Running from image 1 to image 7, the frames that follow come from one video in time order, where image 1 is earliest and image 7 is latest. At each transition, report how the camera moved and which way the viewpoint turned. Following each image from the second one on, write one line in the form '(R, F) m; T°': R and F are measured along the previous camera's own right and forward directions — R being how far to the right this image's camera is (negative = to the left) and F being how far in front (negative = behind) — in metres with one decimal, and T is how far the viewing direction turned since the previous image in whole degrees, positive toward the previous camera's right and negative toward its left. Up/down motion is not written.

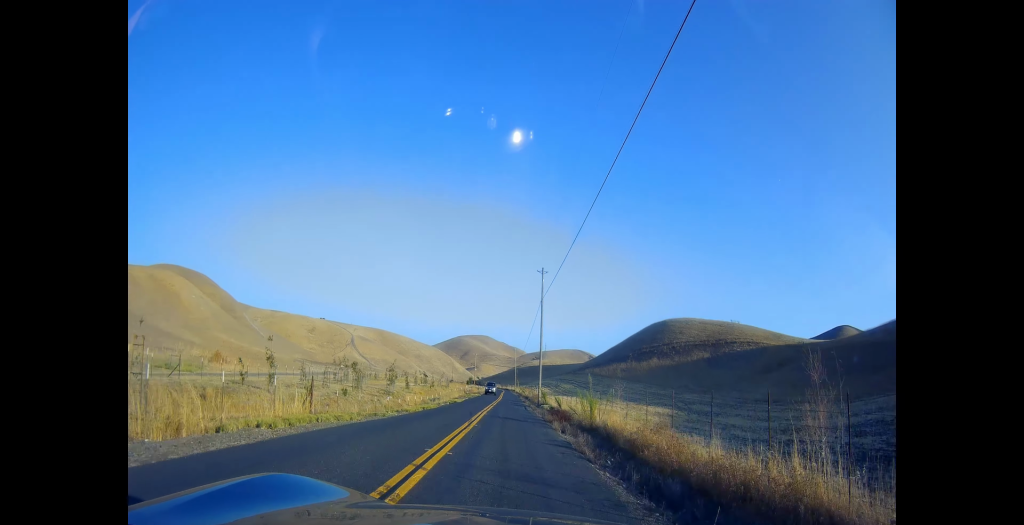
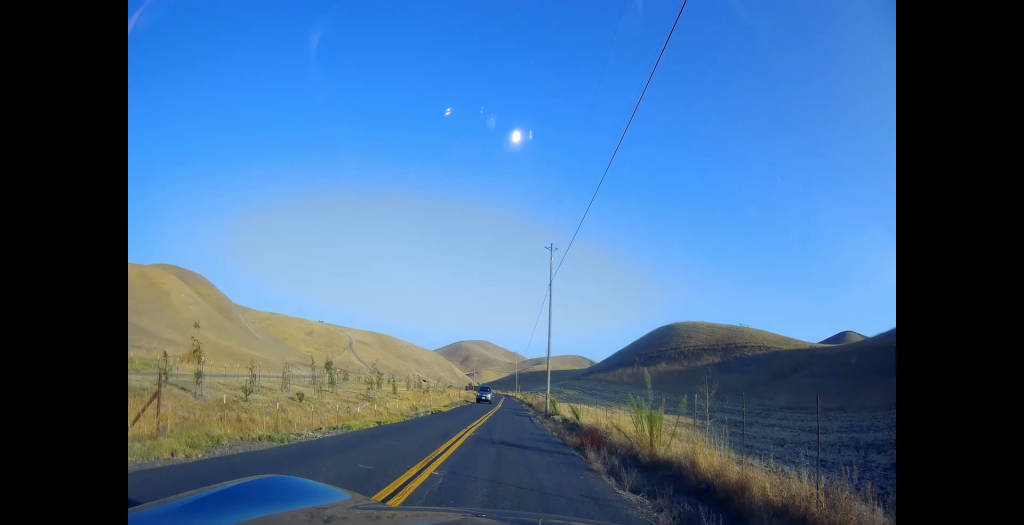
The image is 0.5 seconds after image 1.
(+0.2, +8.9) m; +1°
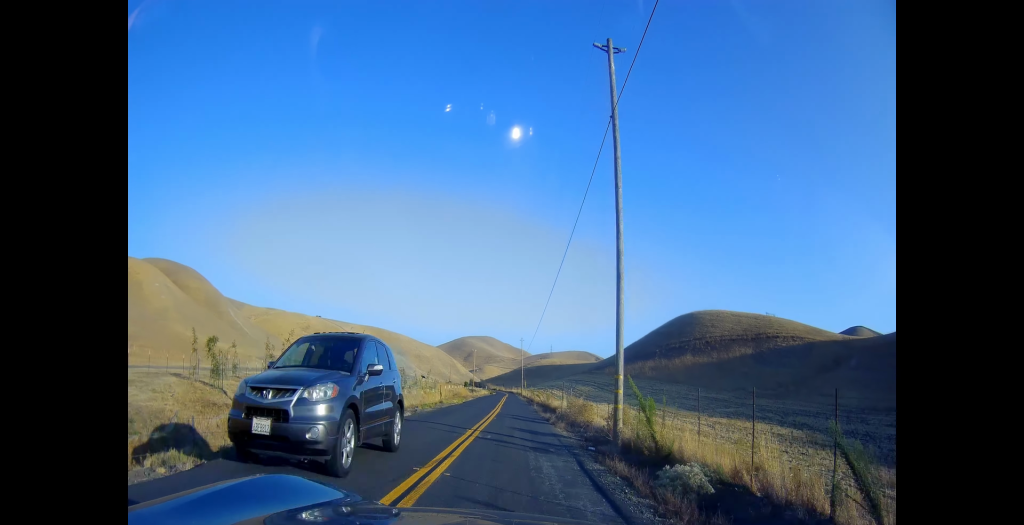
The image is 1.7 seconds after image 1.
(0.0, +22.2) m; -1°
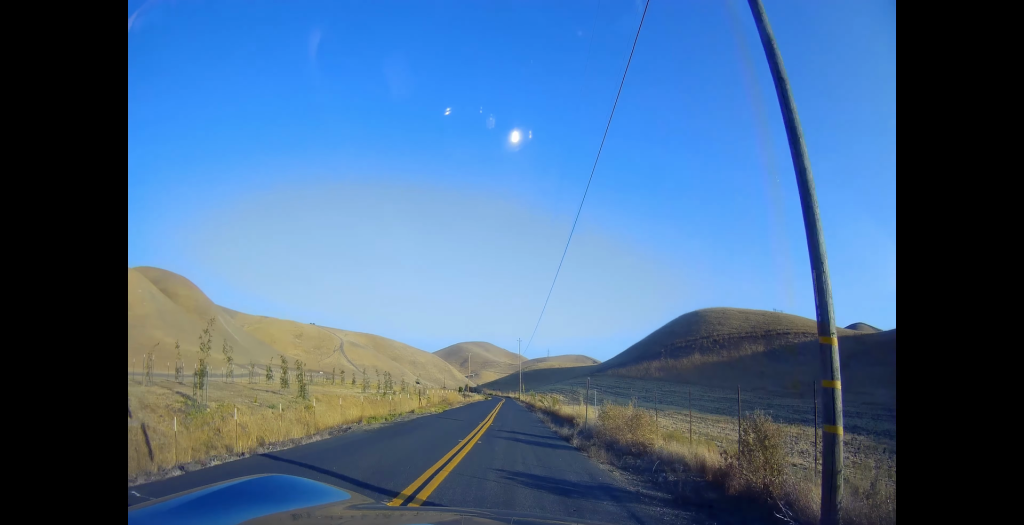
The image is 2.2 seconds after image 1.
(-0.2, +9.5) m; -1°
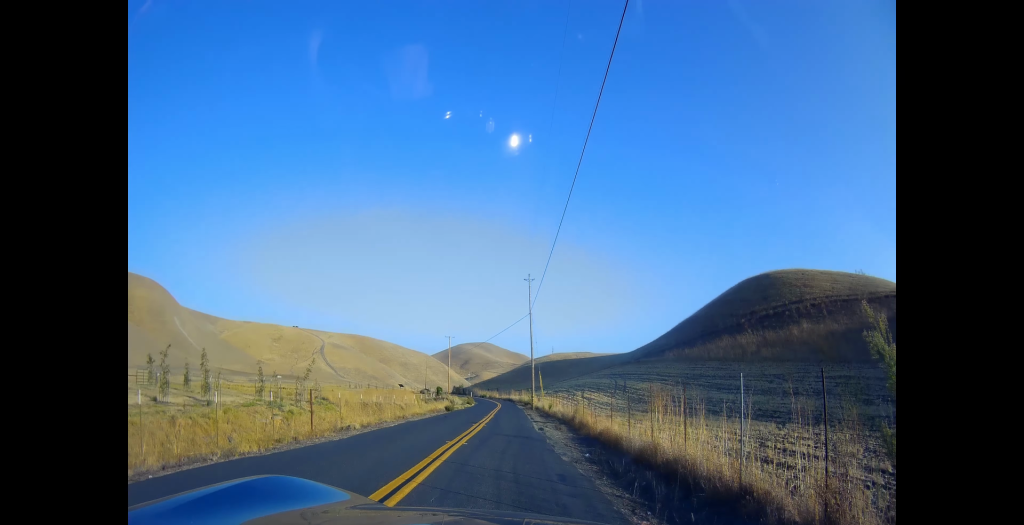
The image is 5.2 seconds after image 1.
(-0.2, +58.8) m; -1°
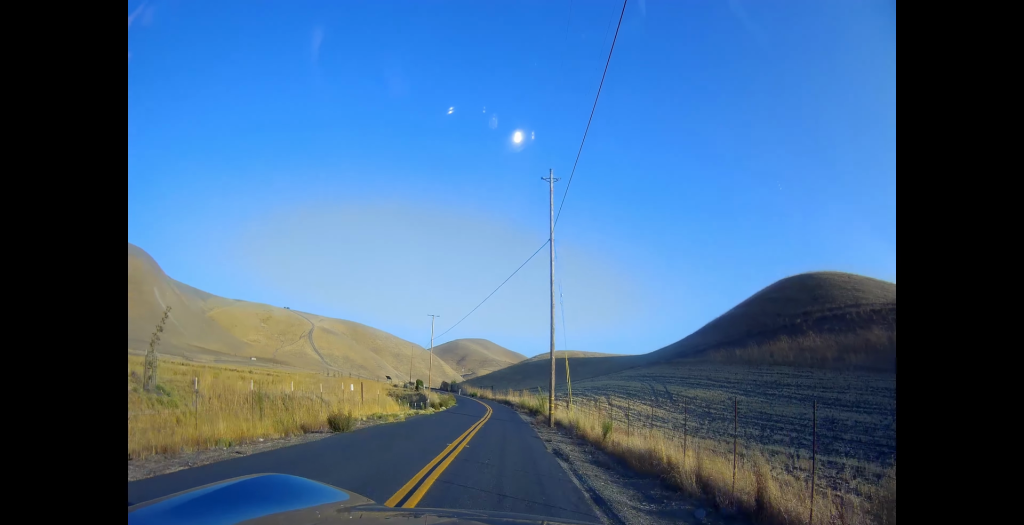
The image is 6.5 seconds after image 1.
(0.0, +23.2) m; 0°
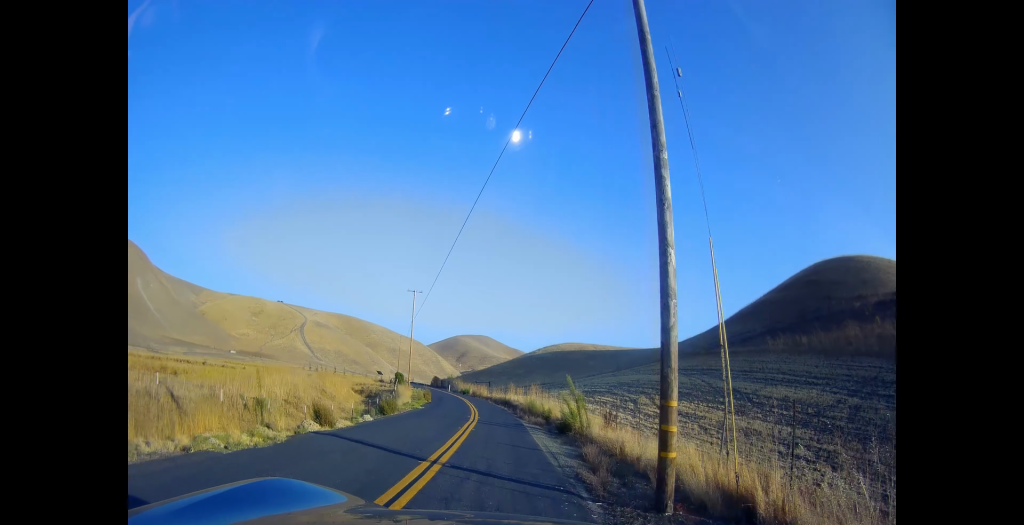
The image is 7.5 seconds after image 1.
(0.0, +19.2) m; -2°
